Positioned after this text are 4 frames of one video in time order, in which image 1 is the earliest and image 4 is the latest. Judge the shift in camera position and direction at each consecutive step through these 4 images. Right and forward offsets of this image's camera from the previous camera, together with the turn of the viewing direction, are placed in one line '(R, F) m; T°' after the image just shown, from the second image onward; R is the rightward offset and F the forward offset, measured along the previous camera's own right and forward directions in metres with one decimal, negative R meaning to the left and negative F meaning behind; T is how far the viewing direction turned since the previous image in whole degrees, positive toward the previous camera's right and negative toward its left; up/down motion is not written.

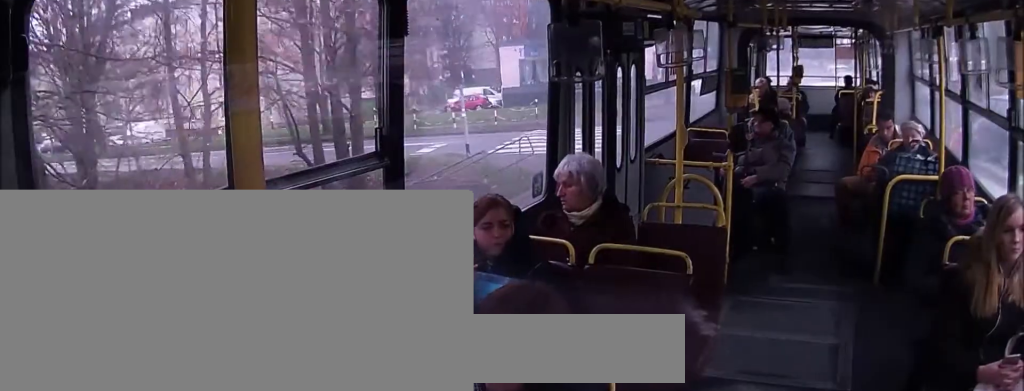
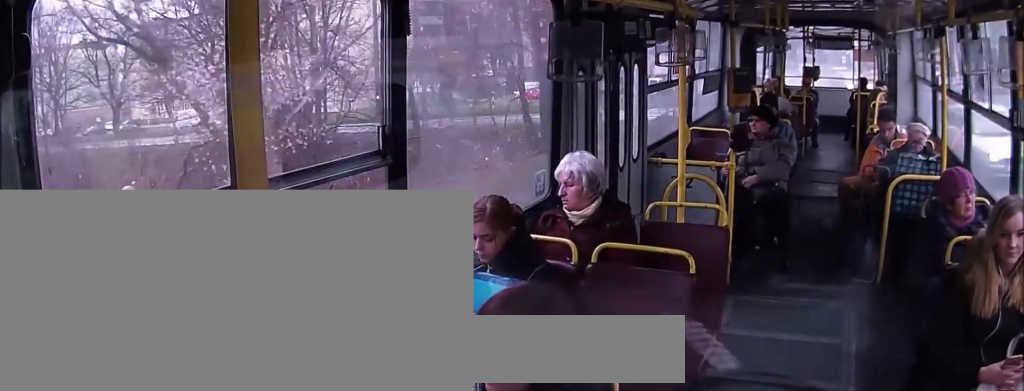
(-0.2, +12.0) m; +2°
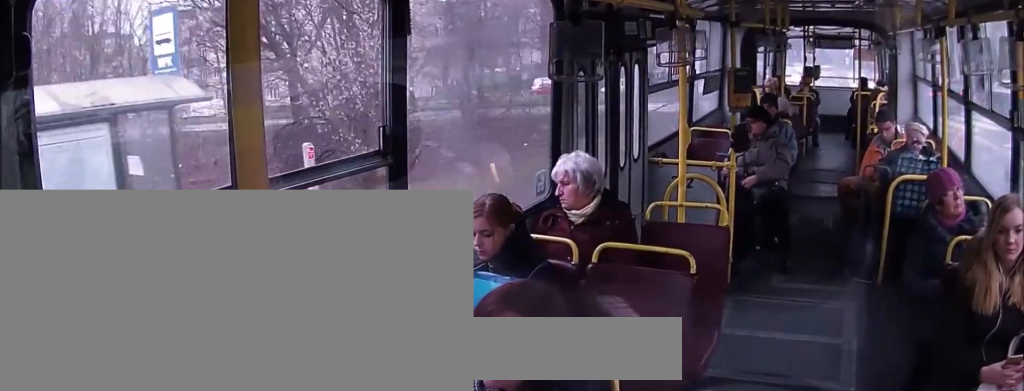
(+0.2, +4.0) m; -1°
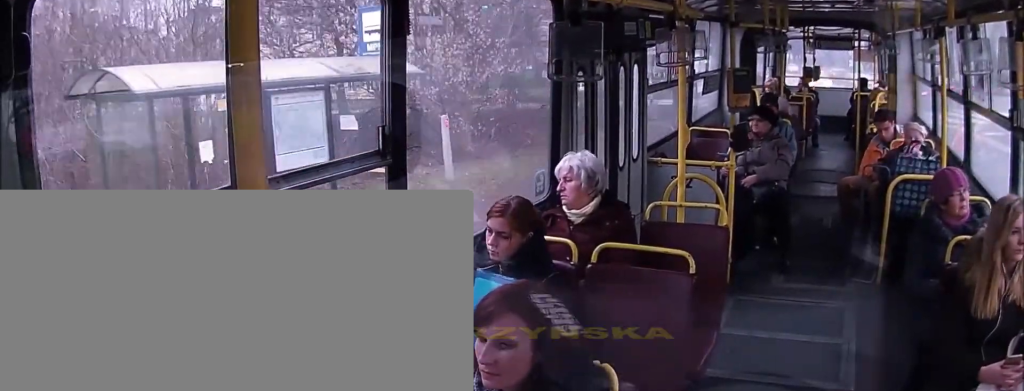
(-0.3, +5.2) m; -5°
